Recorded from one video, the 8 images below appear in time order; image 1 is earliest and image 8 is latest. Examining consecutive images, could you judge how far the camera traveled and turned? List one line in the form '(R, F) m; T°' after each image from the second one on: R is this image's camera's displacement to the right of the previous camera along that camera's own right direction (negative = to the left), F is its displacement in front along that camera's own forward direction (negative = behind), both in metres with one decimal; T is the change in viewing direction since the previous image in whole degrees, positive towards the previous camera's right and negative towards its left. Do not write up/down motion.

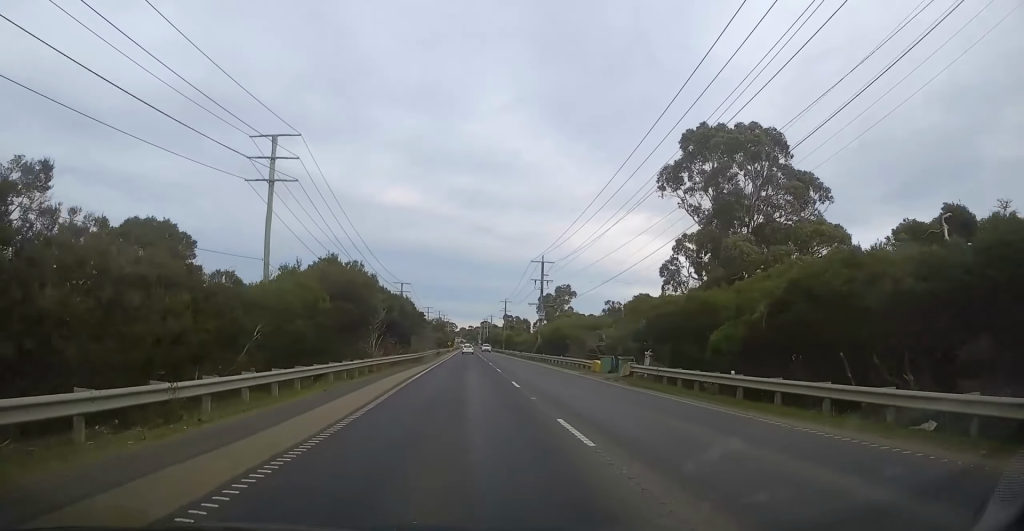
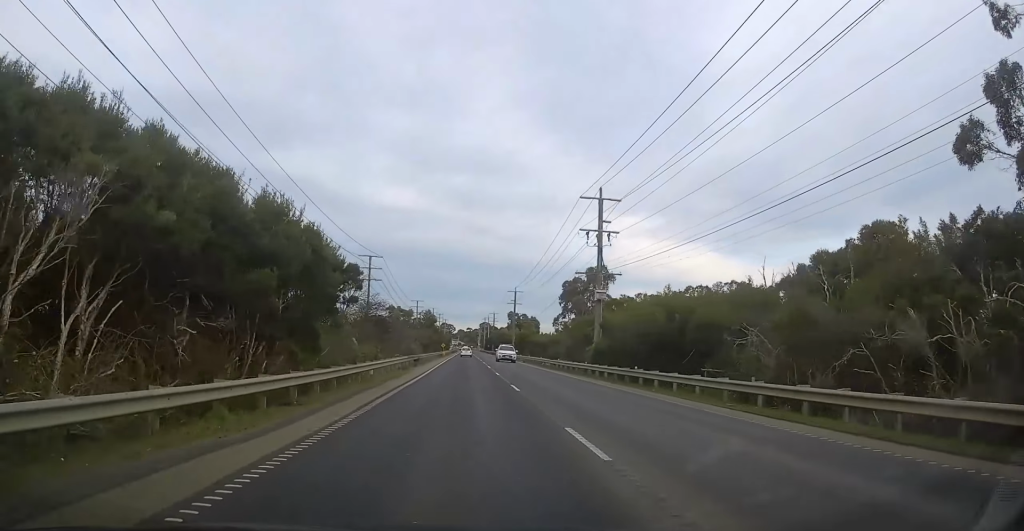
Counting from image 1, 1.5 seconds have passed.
(0.0, +36.8) m; 0°
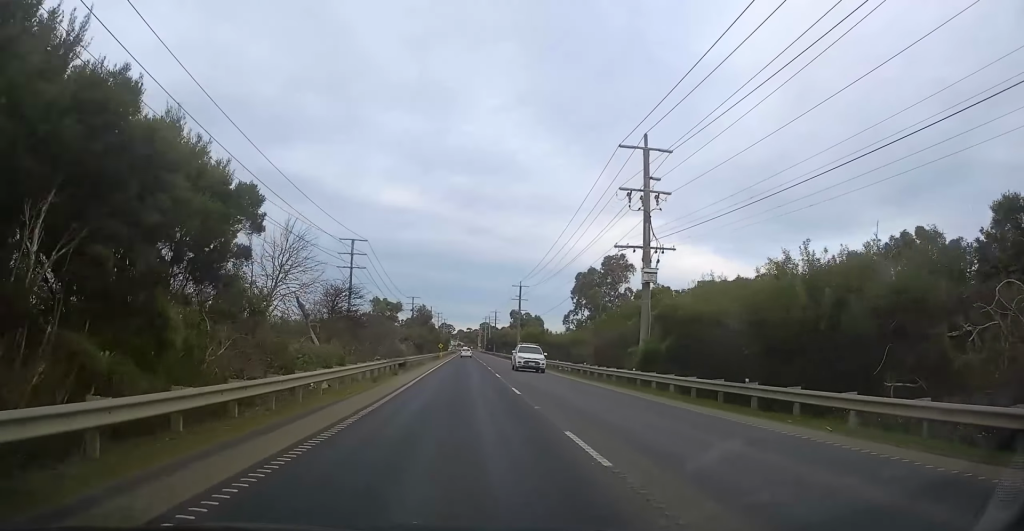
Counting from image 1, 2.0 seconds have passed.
(0.0, +11.9) m; 0°
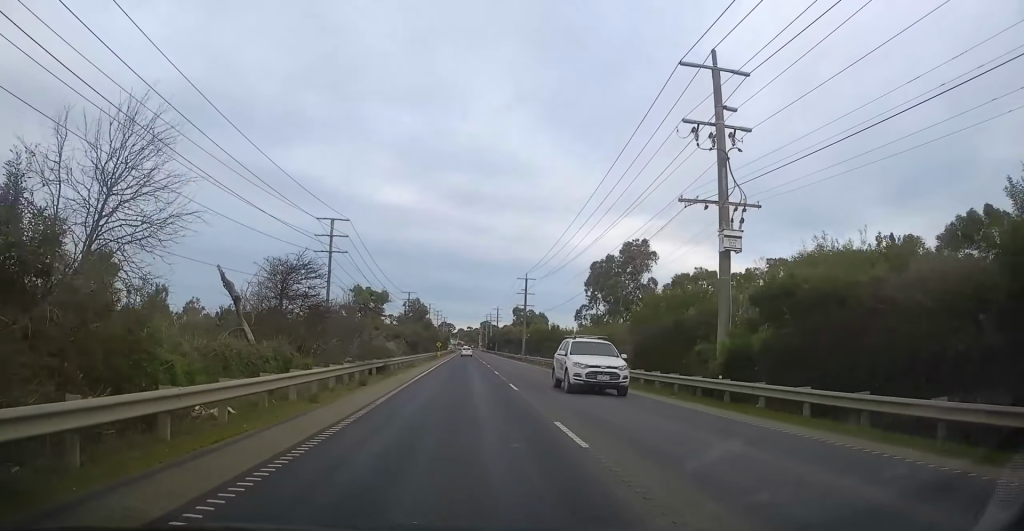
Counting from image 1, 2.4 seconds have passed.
(+0.3, +10.8) m; 0°
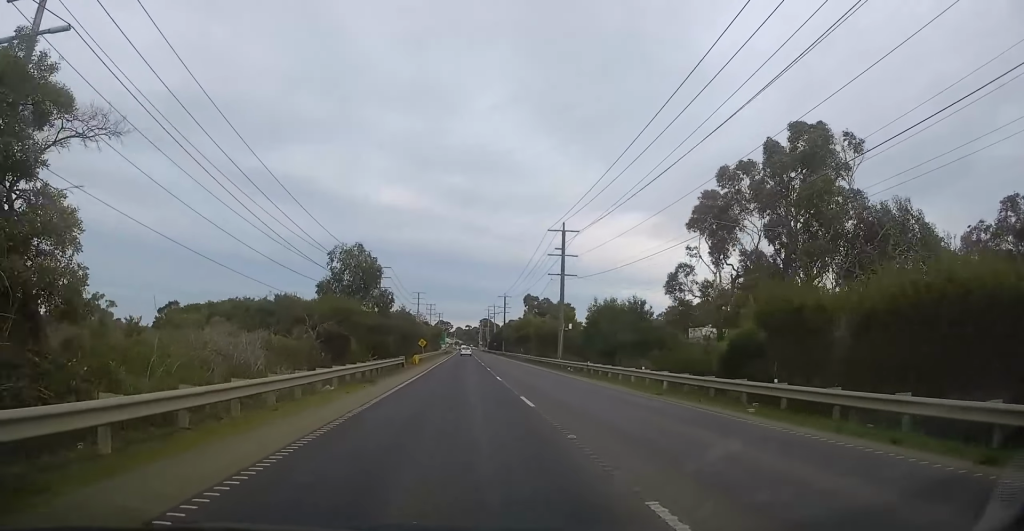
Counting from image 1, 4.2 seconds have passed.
(-0.1, +42.0) m; 0°
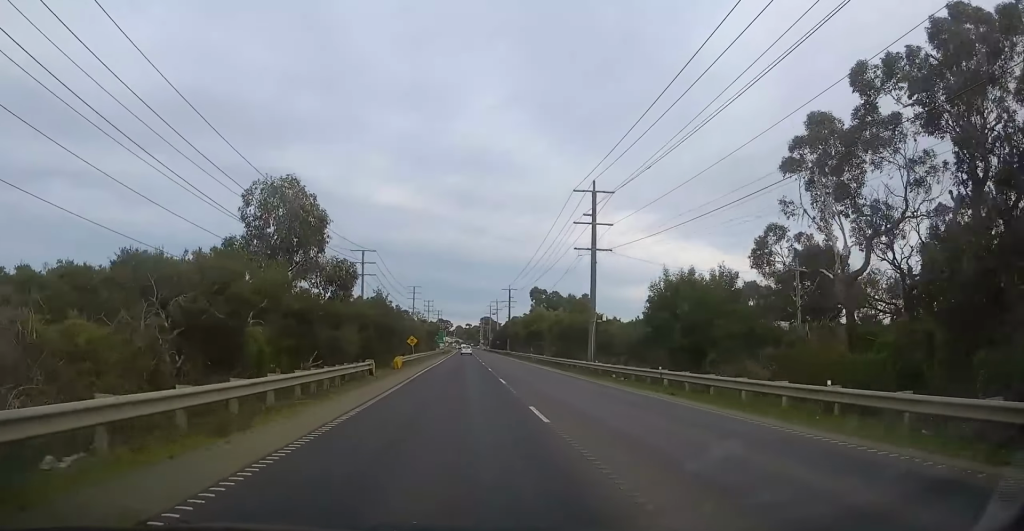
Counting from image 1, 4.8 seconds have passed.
(+0.4, +14.6) m; 0°
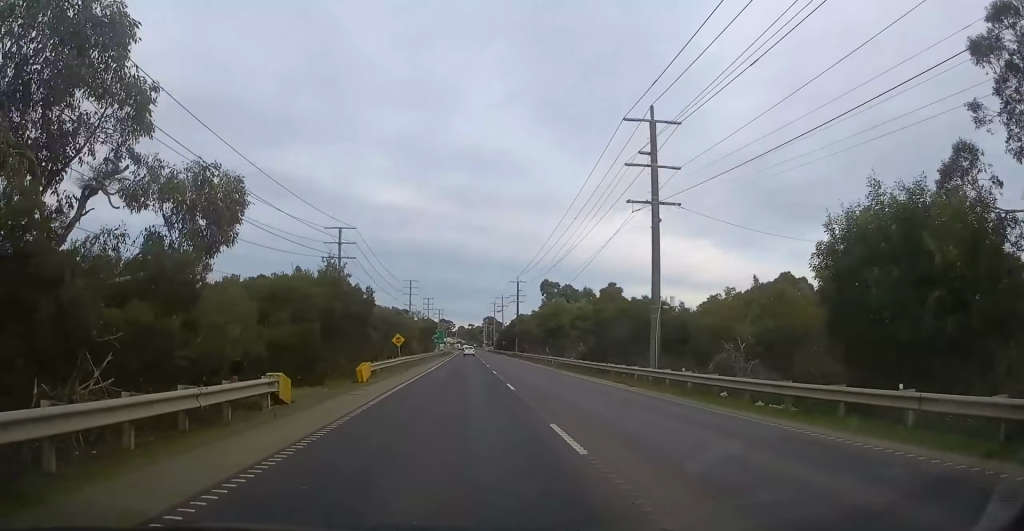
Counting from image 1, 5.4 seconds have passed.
(-0.4, +15.0) m; 0°
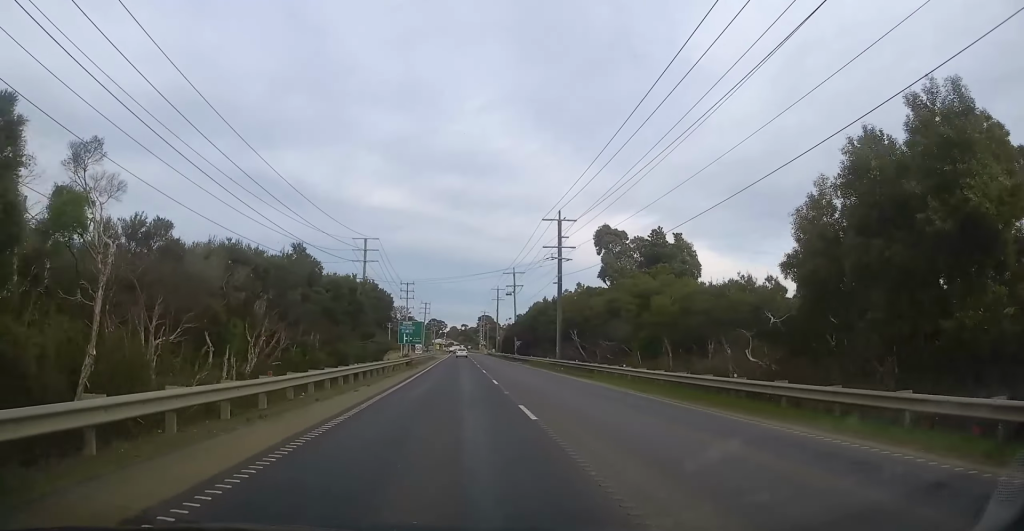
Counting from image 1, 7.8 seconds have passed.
(-0.3, +55.5) m; -2°
